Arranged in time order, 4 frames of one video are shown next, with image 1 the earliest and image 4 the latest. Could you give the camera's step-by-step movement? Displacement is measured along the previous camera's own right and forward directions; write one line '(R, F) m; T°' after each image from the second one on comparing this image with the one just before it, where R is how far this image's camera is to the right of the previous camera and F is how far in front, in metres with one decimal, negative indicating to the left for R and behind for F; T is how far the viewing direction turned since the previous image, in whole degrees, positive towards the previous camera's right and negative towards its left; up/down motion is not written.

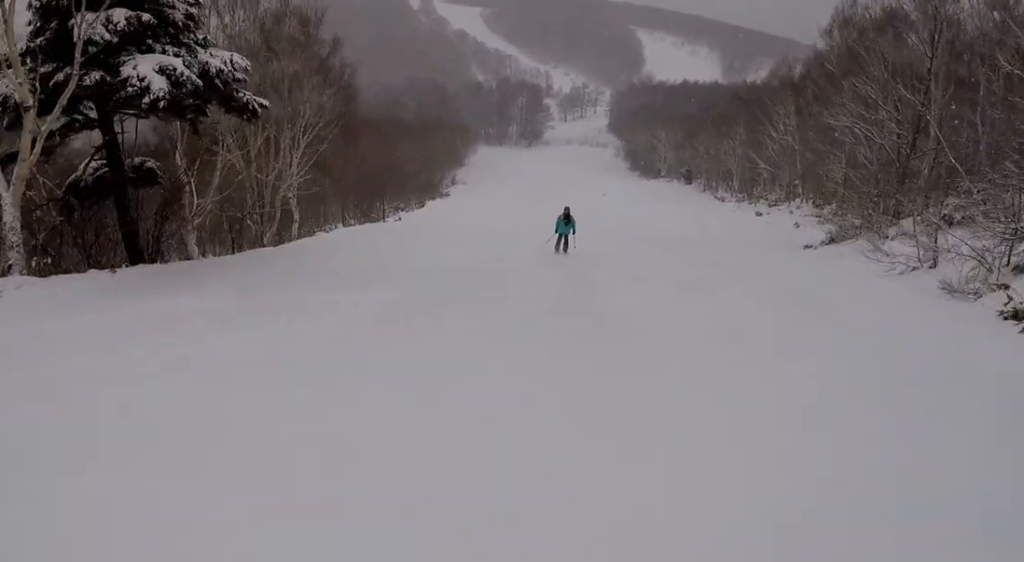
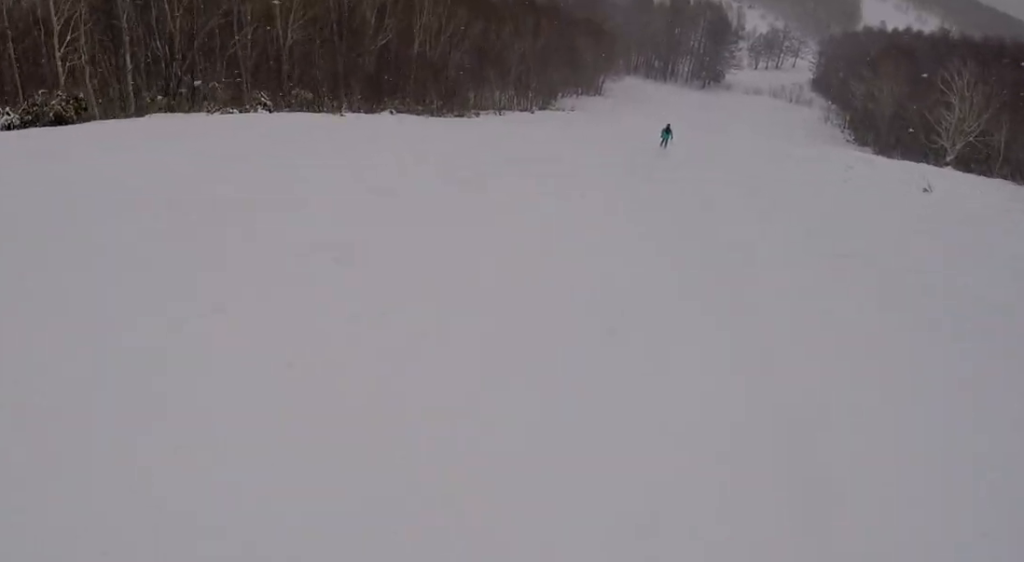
(-8.0, +66.8) m; -10°
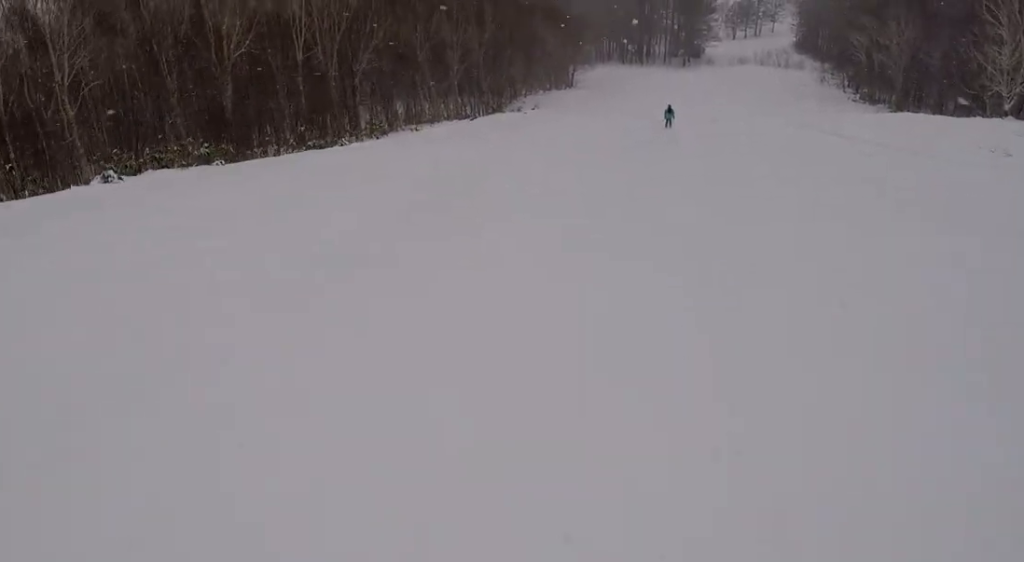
(+0.7, +16.7) m; +3°
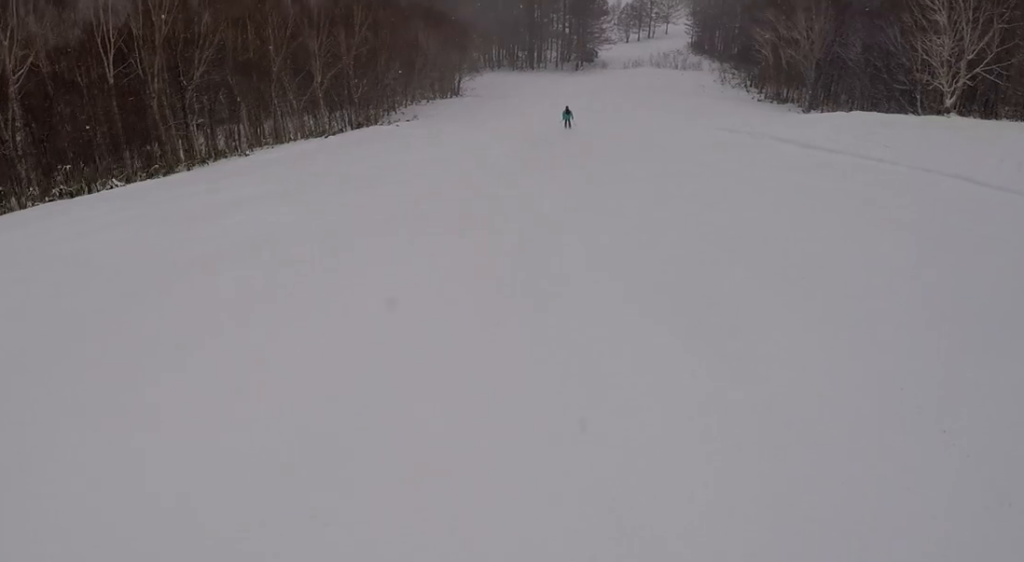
(+0.1, +8.3) m; 0°
